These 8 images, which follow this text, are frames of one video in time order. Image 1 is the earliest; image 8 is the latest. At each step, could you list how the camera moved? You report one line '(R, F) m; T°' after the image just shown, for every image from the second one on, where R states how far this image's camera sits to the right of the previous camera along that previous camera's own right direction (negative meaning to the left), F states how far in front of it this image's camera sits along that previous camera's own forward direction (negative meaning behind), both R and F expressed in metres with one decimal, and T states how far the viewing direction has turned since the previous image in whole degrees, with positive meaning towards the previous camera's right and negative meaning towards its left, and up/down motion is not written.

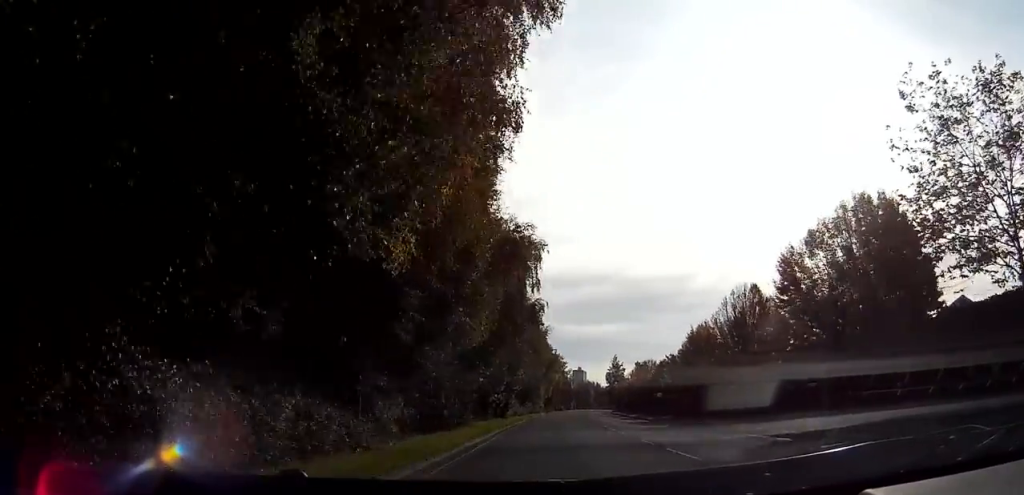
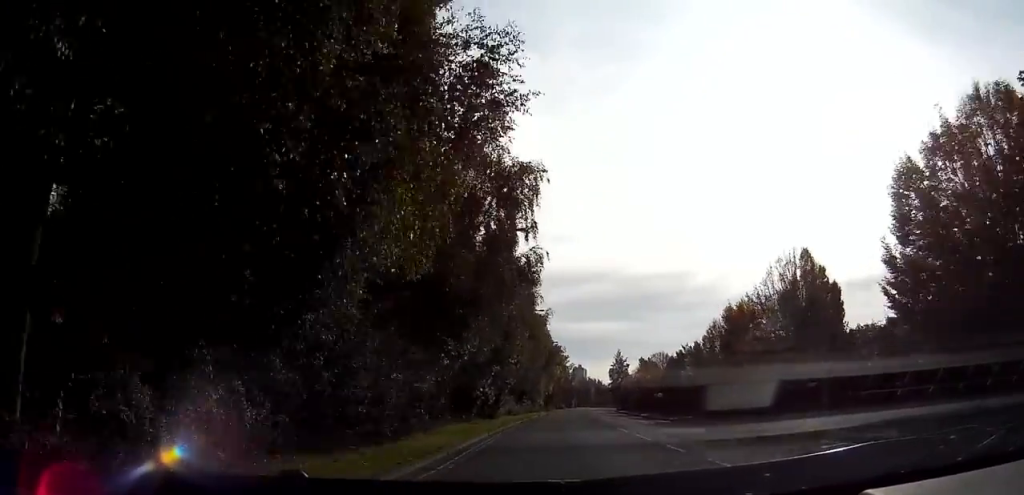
(0.0, +10.2) m; 0°
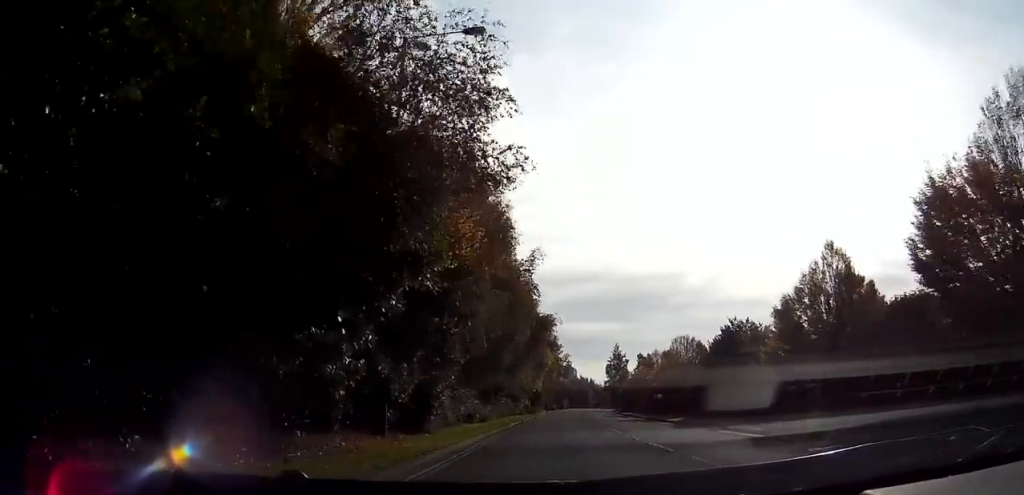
(0.0, +22.9) m; 0°
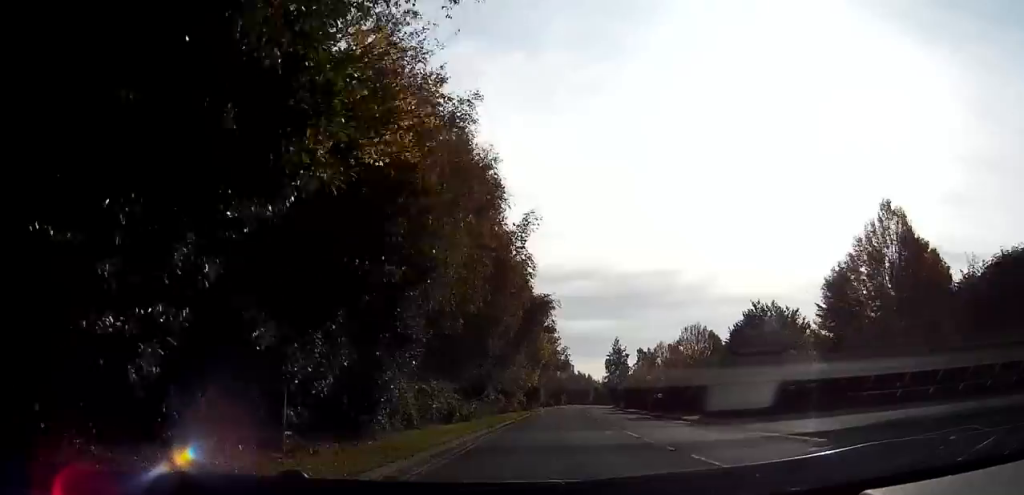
(0.0, +6.8) m; 0°
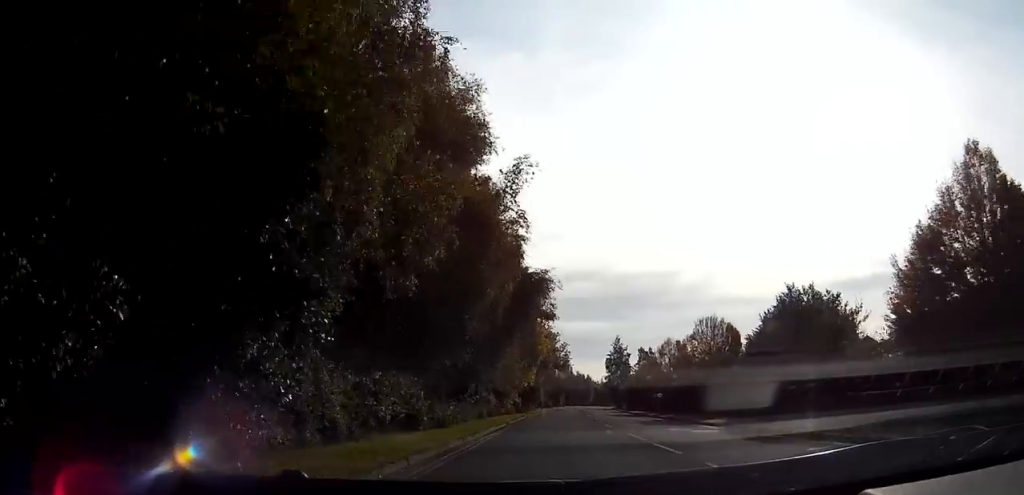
(0.0, +7.3) m; 0°
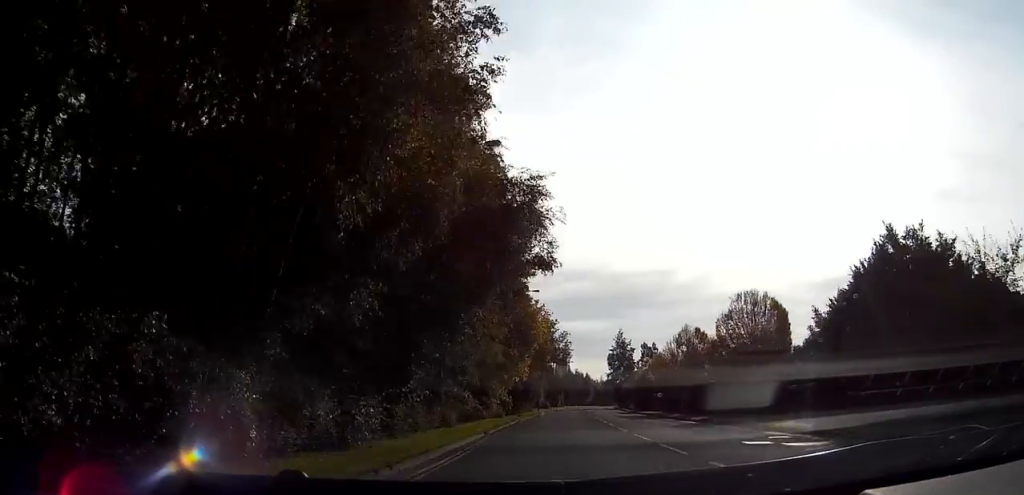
(0.0, +12.8) m; -1°
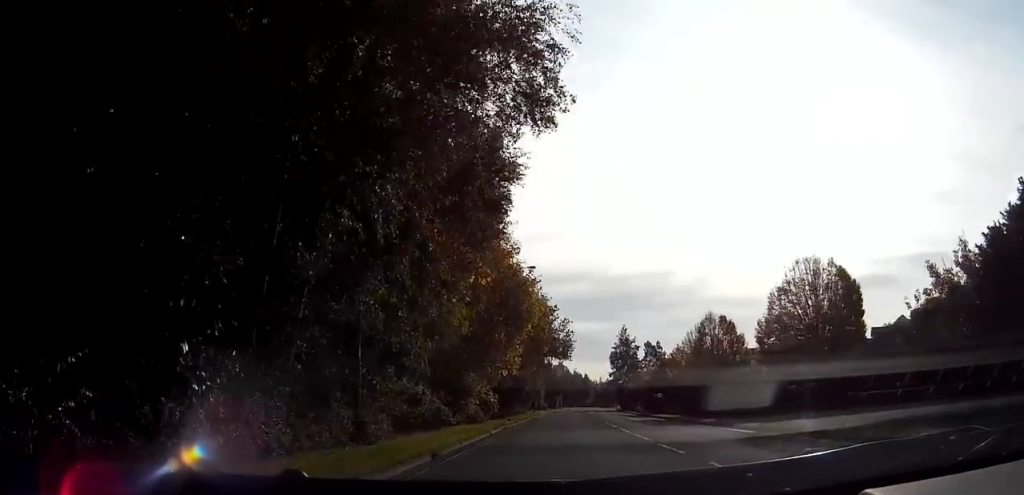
(-0.1, +11.6) m; 0°
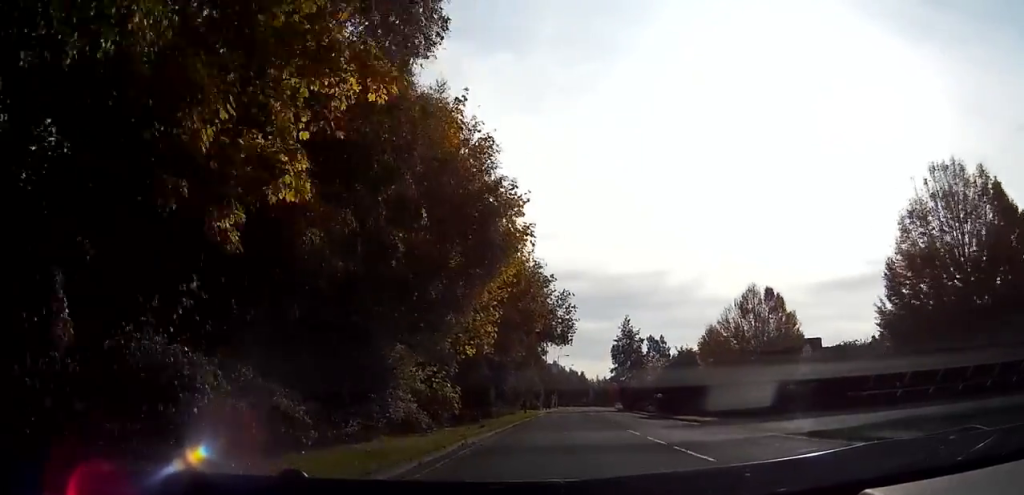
(0.0, +14.5) m; 0°
